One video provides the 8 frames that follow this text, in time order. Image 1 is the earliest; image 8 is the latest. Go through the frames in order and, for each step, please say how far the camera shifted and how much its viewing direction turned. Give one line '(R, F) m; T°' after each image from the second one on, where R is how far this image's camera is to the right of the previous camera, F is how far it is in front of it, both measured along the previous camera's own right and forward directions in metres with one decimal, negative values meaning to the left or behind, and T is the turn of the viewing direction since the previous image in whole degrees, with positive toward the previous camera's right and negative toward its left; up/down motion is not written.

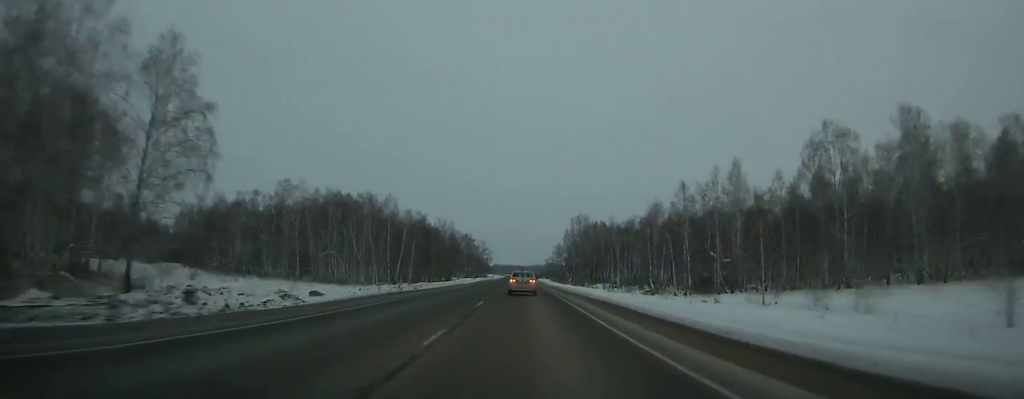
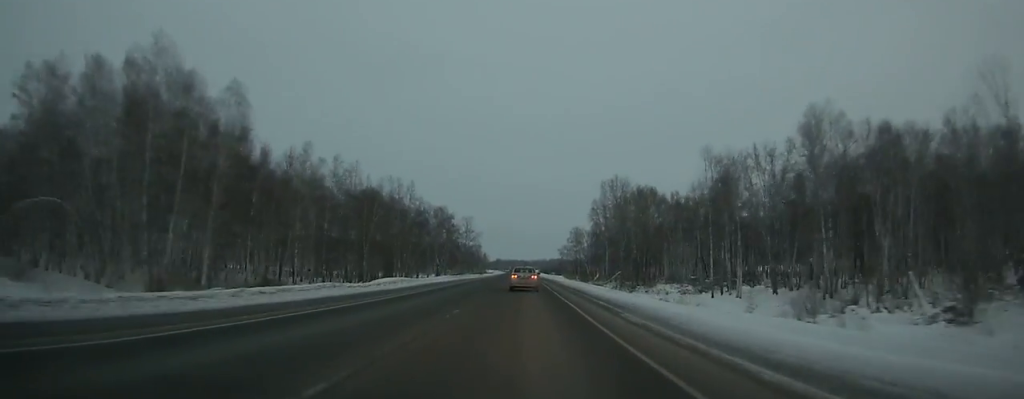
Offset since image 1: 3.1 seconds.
(0.0, +80.2) m; 0°
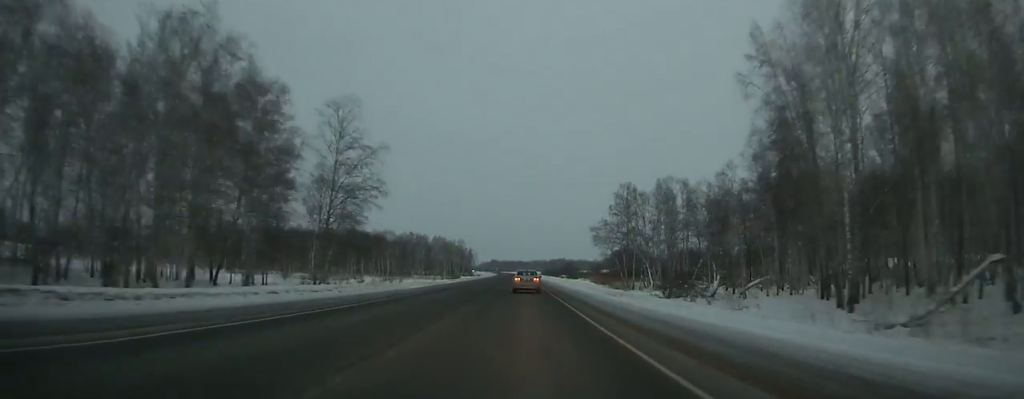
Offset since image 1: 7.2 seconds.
(0.0, +107.0) m; 0°
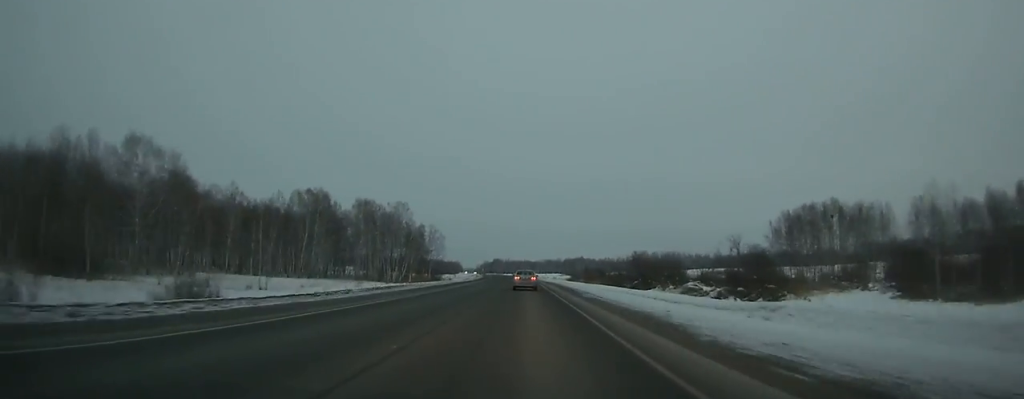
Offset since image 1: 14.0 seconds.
(-1.5, +178.5) m; -1°
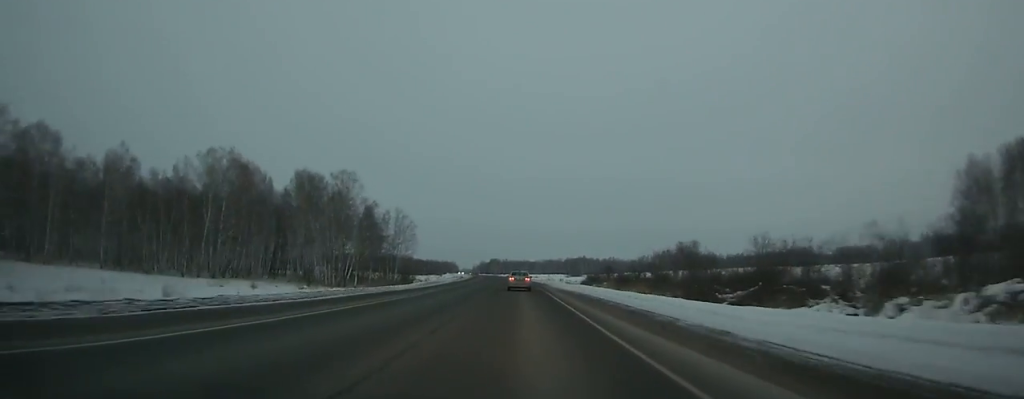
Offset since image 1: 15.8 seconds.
(+0.2, +47.5) m; -1°
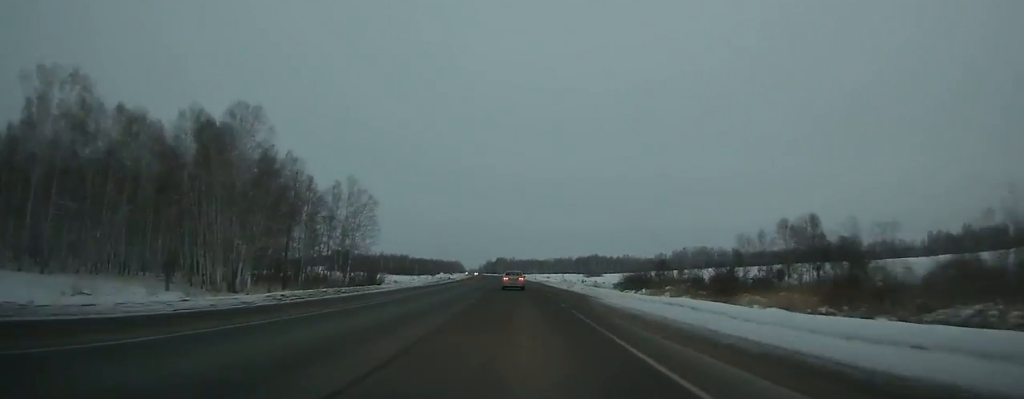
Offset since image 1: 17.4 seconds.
(-0.4, +42.5) m; -1°
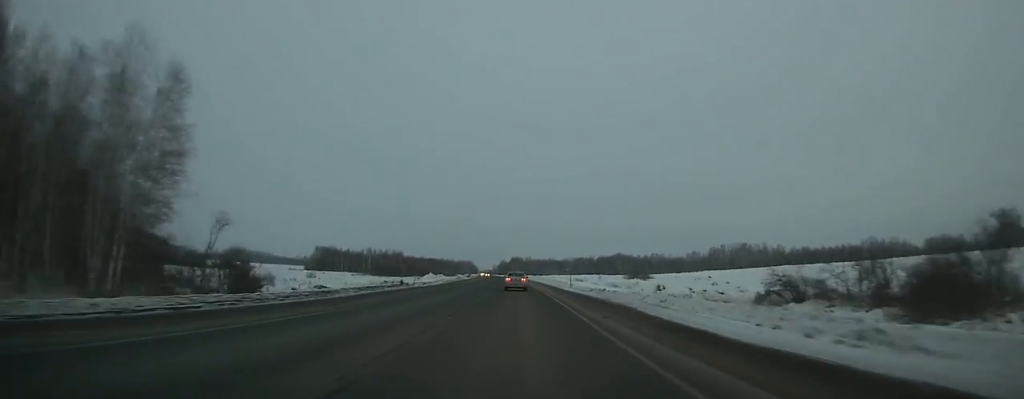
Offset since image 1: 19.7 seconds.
(-0.6, +61.2) m; -1°
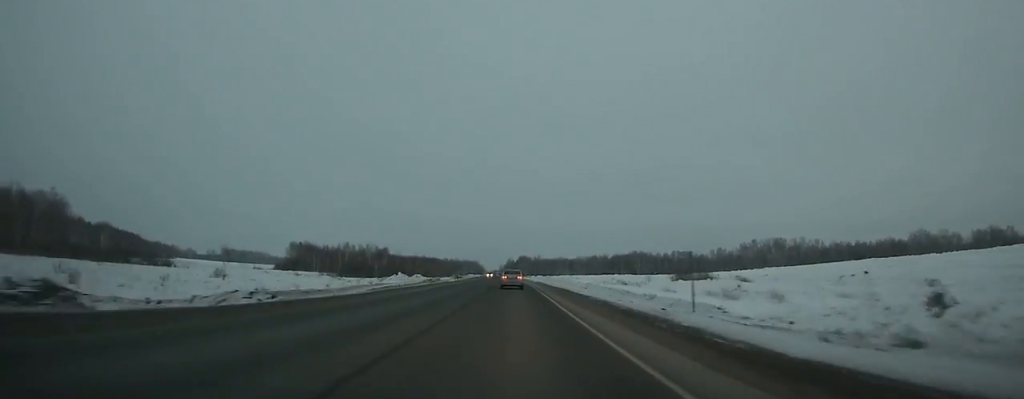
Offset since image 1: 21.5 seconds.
(-0.5, +48.0) m; -1°
